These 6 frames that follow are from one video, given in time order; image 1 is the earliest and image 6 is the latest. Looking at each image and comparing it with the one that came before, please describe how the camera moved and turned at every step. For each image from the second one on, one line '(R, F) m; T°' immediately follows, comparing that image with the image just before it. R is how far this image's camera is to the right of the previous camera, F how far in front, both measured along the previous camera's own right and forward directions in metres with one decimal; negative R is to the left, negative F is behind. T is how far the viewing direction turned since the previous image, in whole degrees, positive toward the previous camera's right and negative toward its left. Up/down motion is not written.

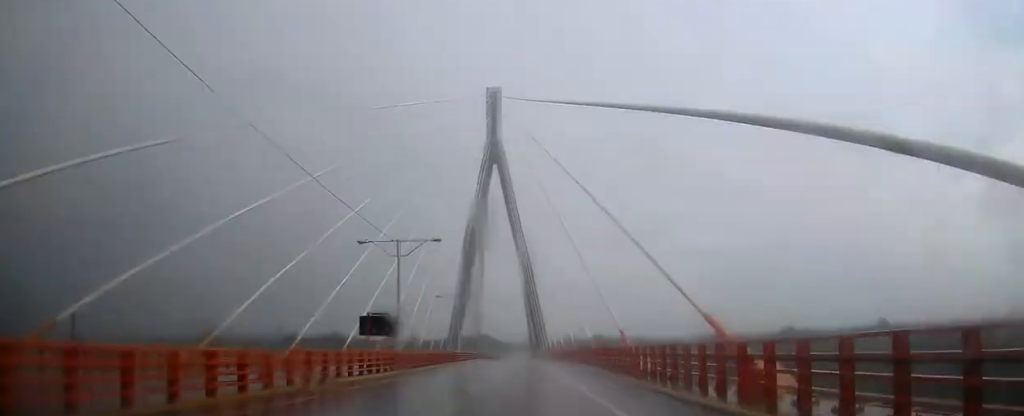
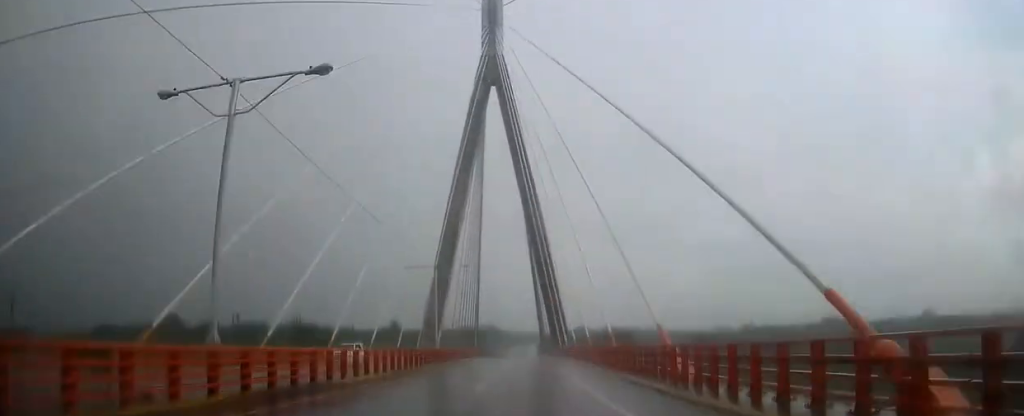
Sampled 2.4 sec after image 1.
(-0.5, +54.8) m; -1°
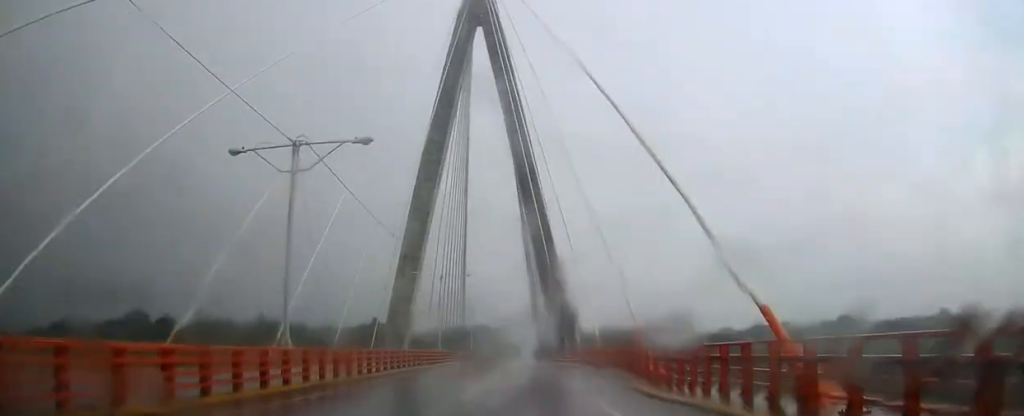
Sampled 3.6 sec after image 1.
(-0.1, +27.9) m; 0°
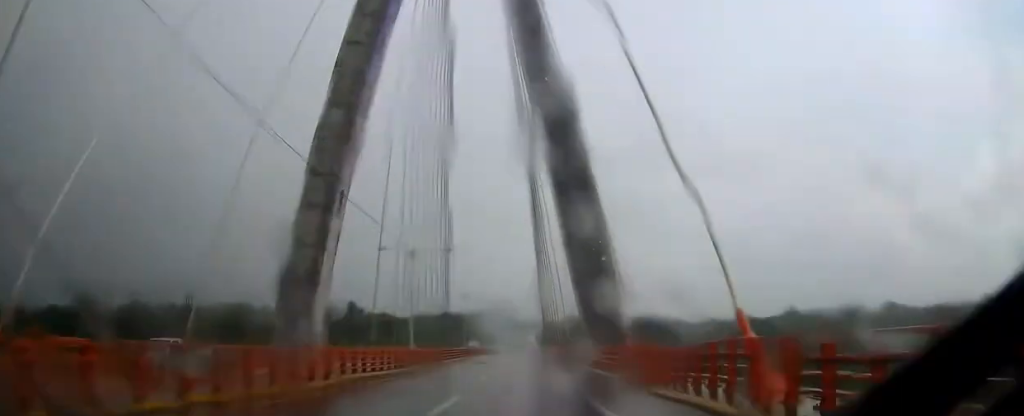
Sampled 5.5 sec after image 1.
(+0.1, +45.6) m; 0°
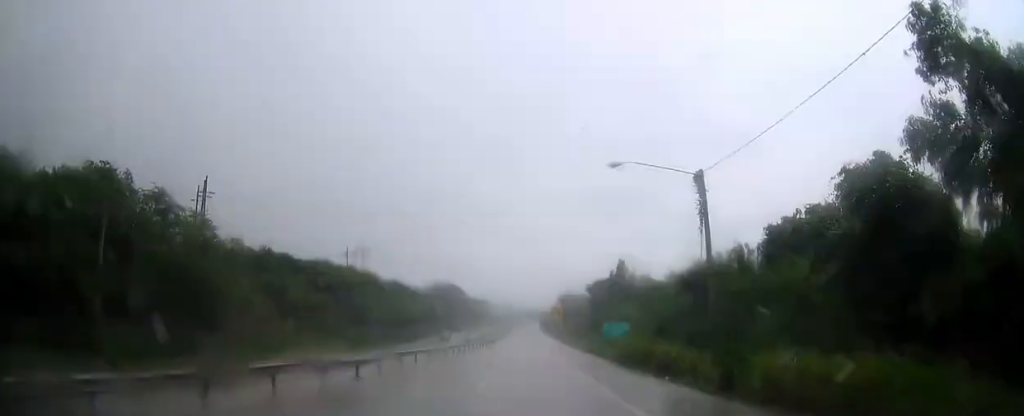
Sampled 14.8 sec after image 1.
(+0.7, +228.3) m; +1°
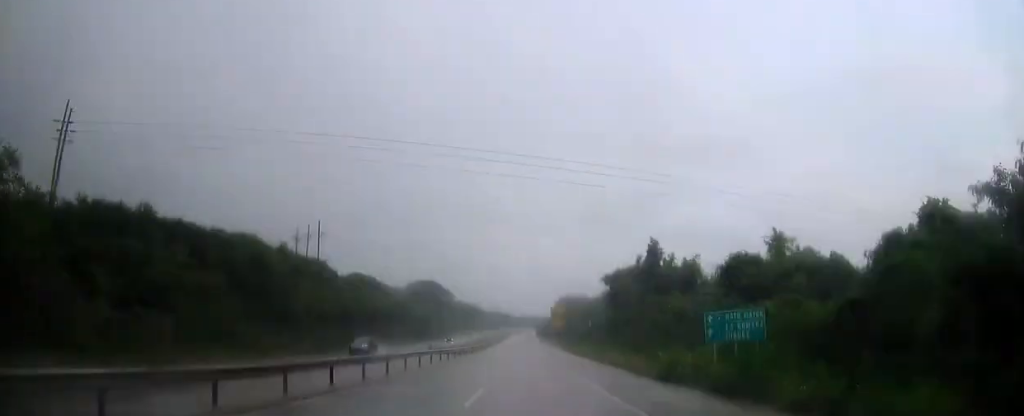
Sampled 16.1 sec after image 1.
(0.0, +32.1) m; 0°
